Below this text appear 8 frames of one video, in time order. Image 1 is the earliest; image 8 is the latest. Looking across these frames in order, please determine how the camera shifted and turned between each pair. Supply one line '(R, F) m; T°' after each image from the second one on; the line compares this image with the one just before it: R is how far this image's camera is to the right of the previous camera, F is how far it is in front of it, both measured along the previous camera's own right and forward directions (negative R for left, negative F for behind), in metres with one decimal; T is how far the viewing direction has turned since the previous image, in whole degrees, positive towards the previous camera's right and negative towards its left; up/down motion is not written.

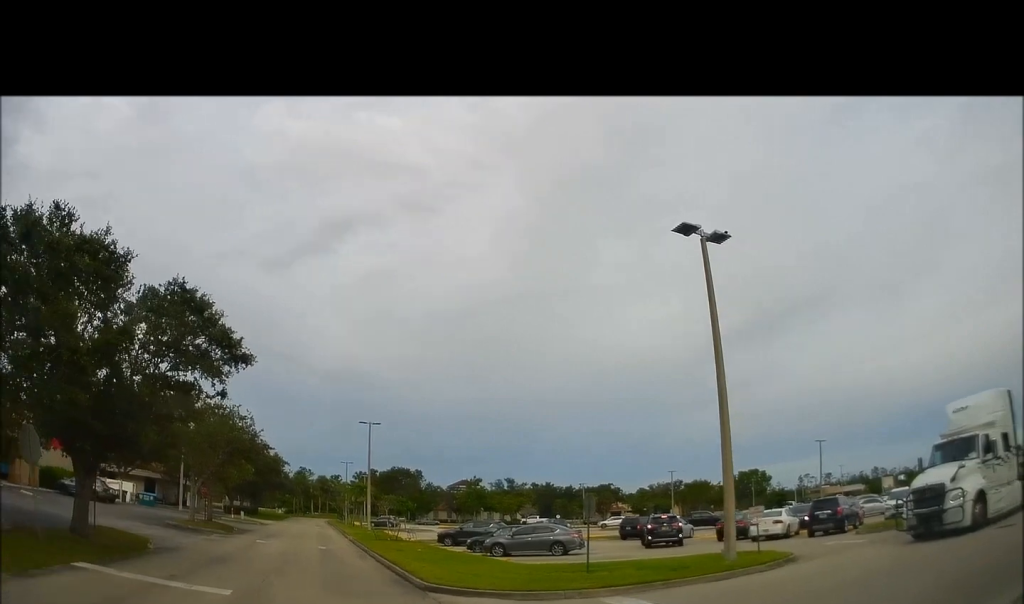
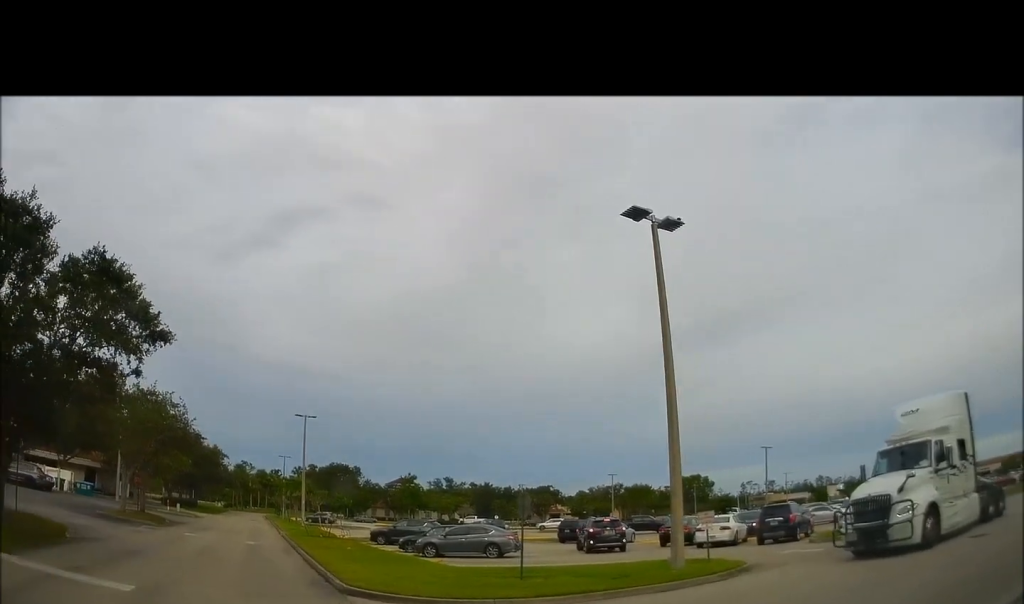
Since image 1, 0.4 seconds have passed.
(+0.3, +1.3) m; +11°
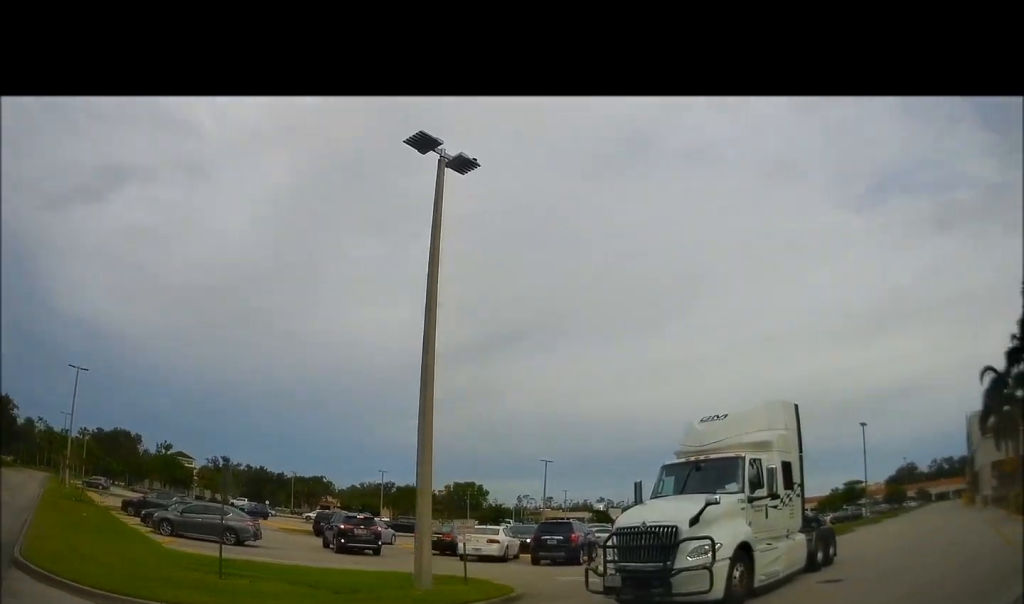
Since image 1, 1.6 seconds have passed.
(+0.7, +3.0) m; +27°
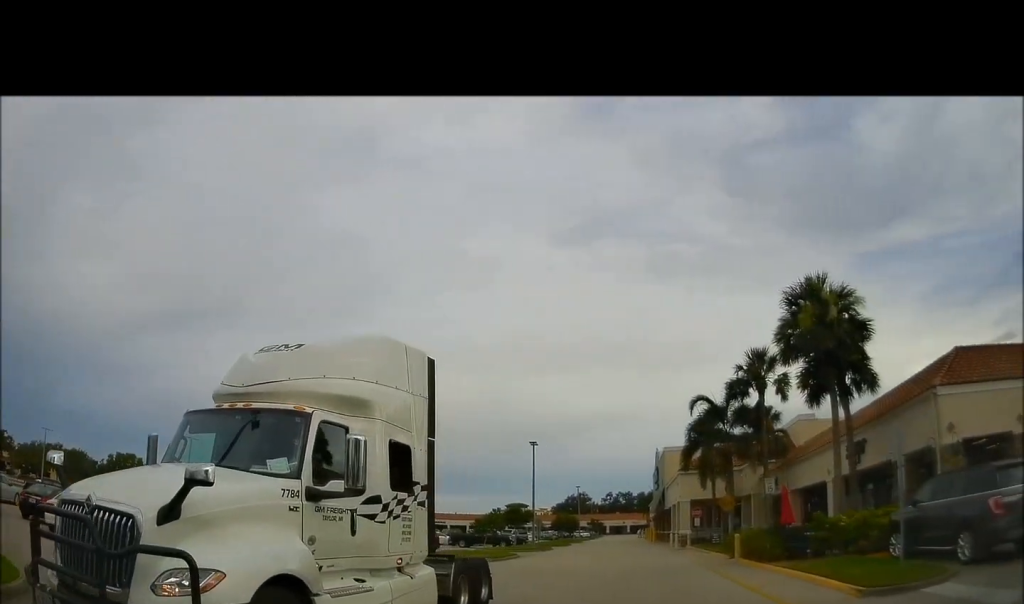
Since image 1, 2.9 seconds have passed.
(+0.8, +3.4) m; +29°
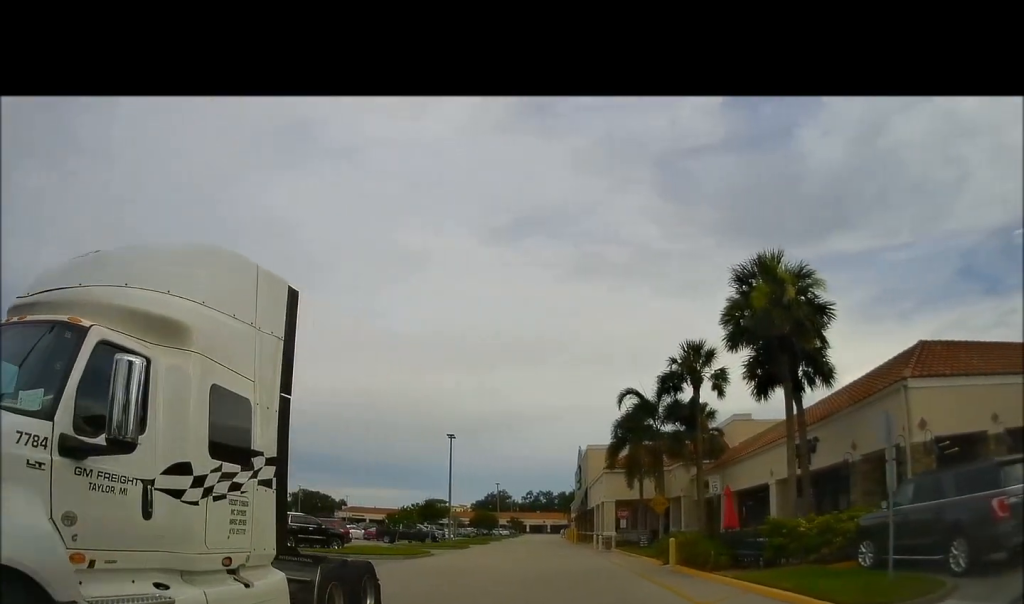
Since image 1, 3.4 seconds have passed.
(+0.3, +1.7) m; +5°
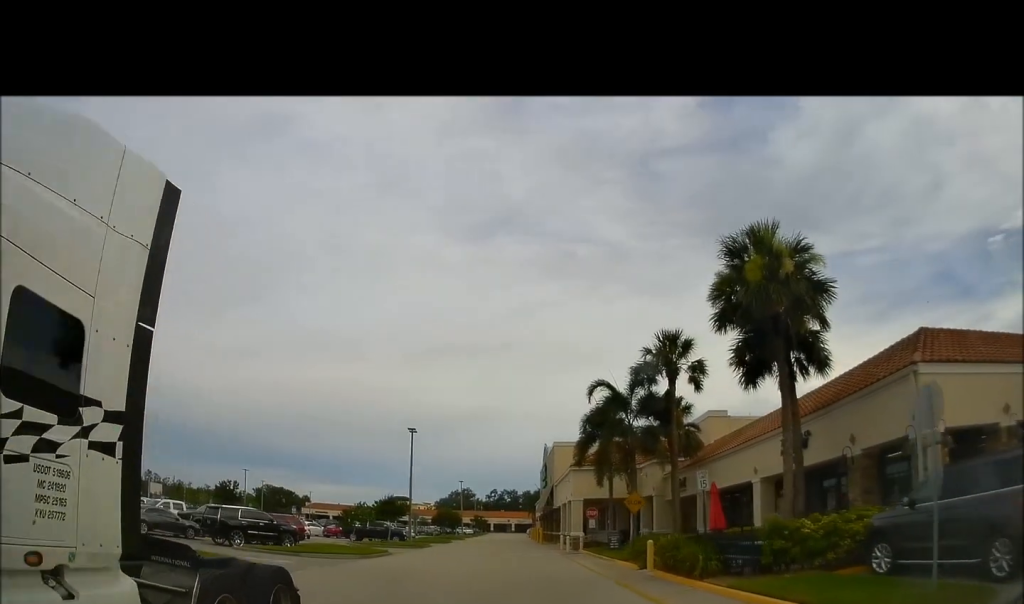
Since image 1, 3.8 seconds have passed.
(+0.1, +1.4) m; +4°
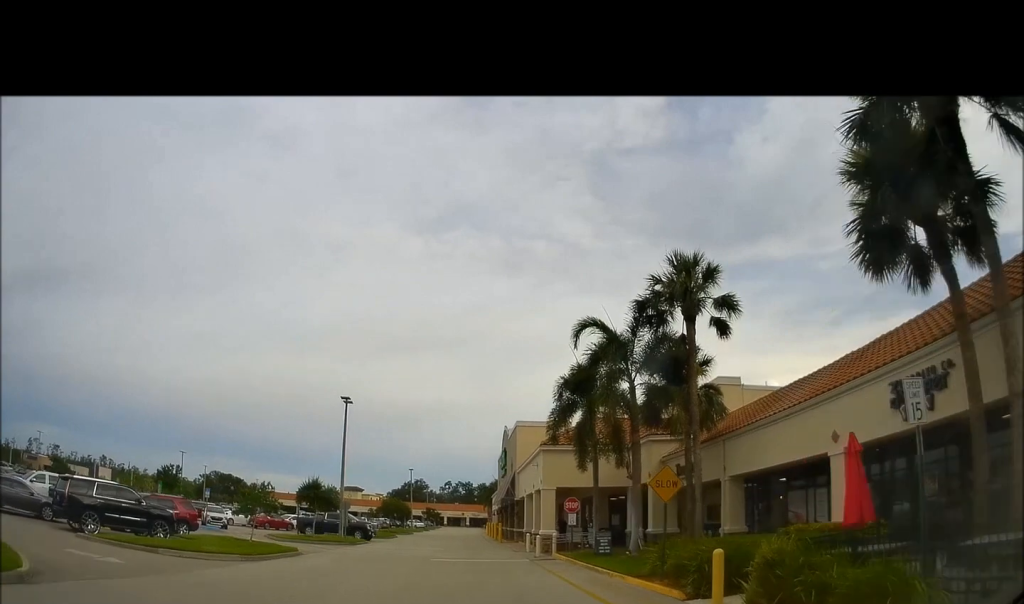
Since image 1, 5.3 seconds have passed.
(+0.1, +7.0) m; +1°
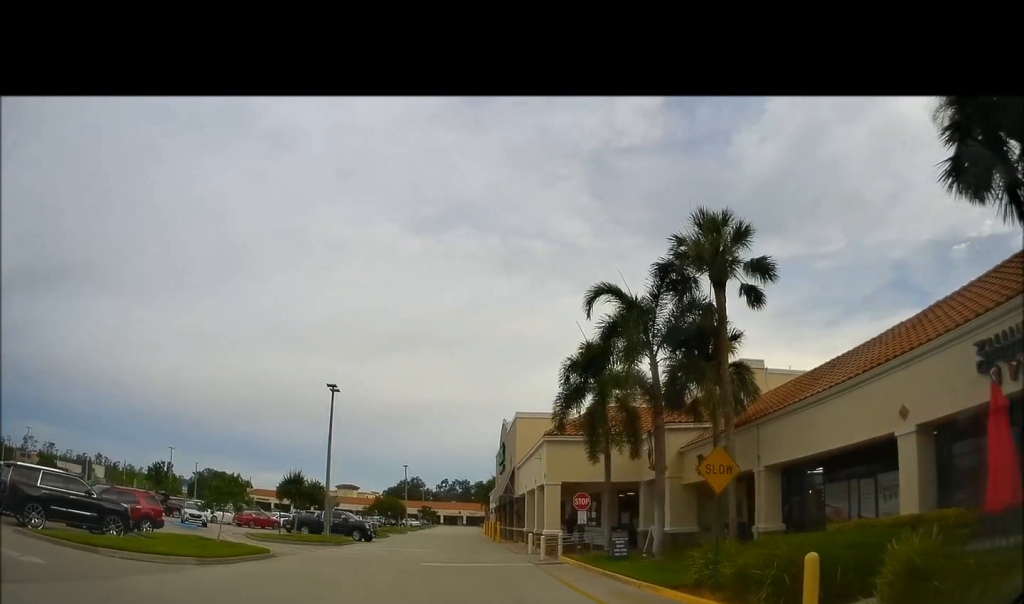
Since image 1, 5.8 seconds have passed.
(0.0, +2.8) m; 0°
